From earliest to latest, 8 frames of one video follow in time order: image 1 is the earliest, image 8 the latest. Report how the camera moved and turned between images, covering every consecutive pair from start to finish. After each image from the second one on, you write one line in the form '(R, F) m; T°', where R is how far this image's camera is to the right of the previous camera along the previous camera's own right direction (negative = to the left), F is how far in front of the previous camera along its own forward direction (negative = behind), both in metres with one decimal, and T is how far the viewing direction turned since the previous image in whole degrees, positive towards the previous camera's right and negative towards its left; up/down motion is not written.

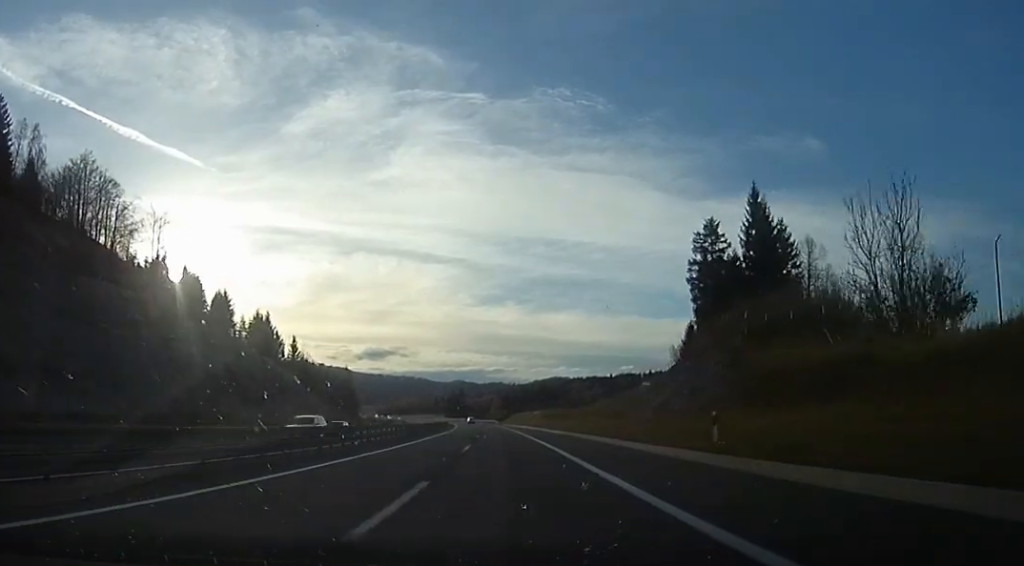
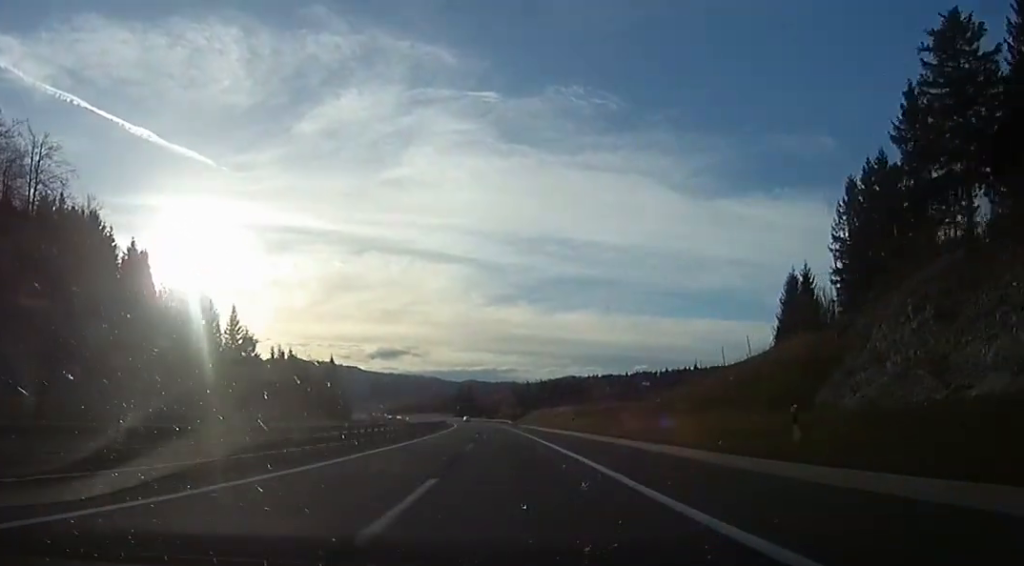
(0.0, +36.7) m; 0°
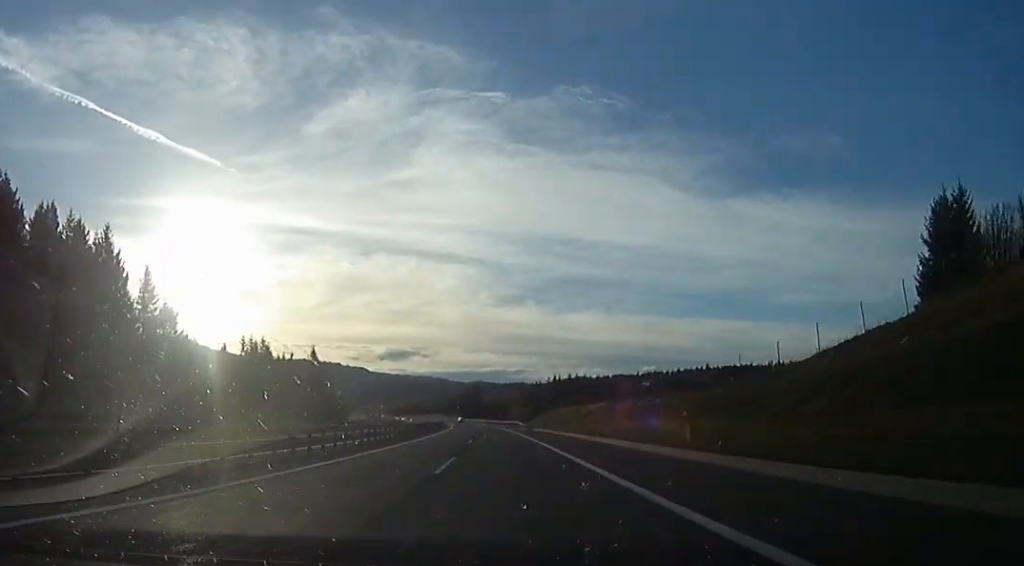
(0.0, +28.1) m; -2°
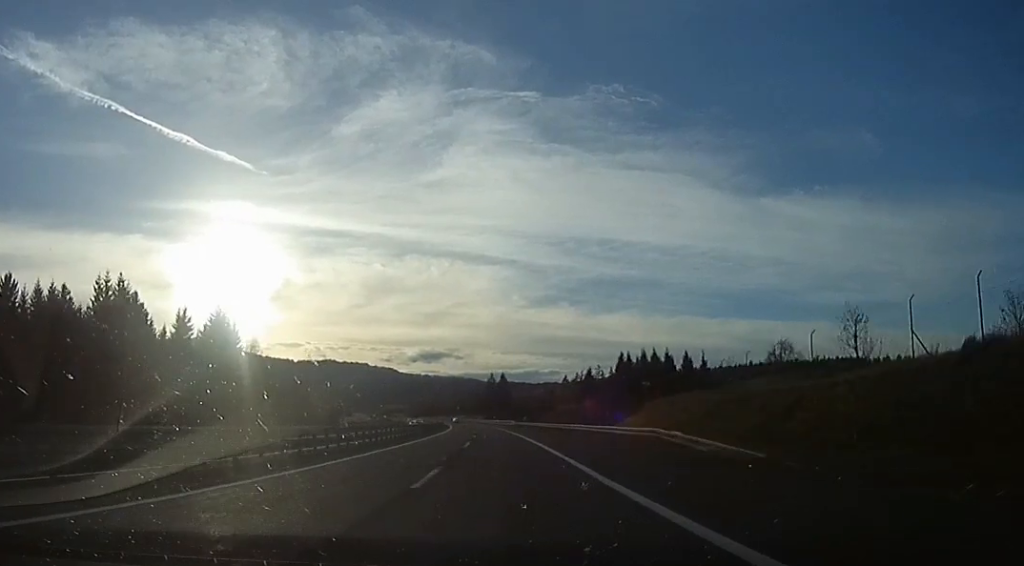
(-4.4, +74.8) m; -4°
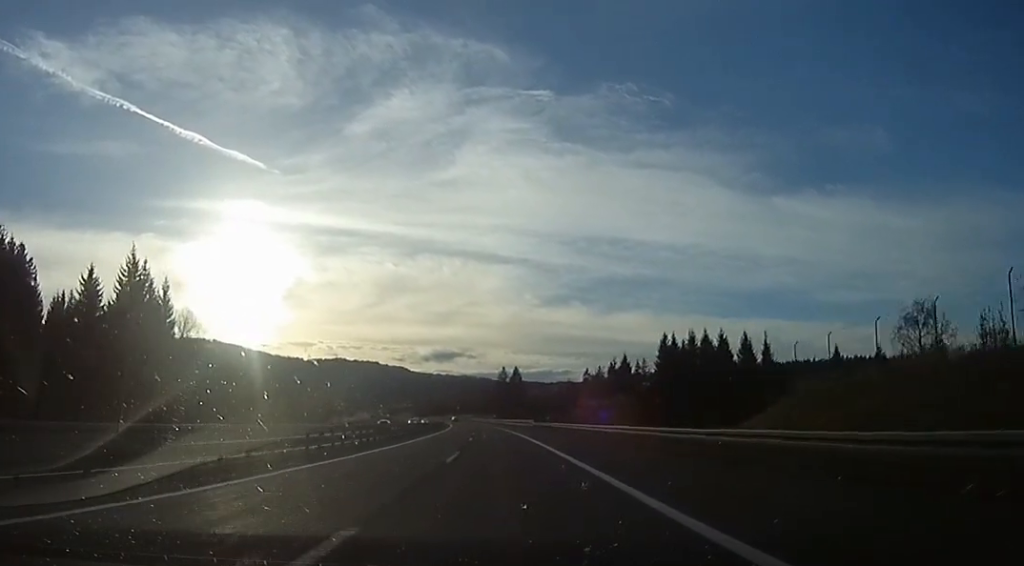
(-0.1, +28.9) m; 0°
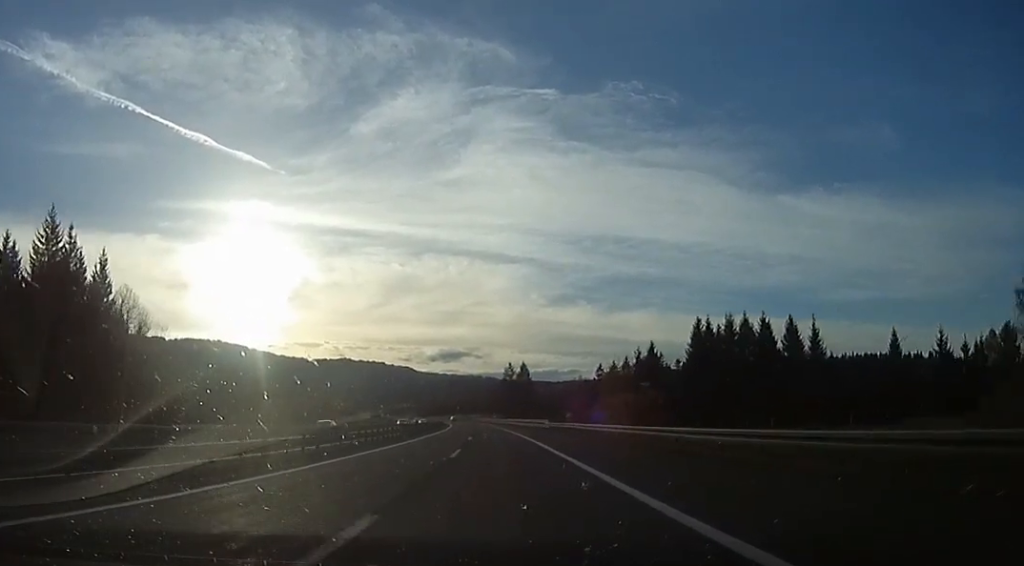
(-0.1, +16.4) m; 0°
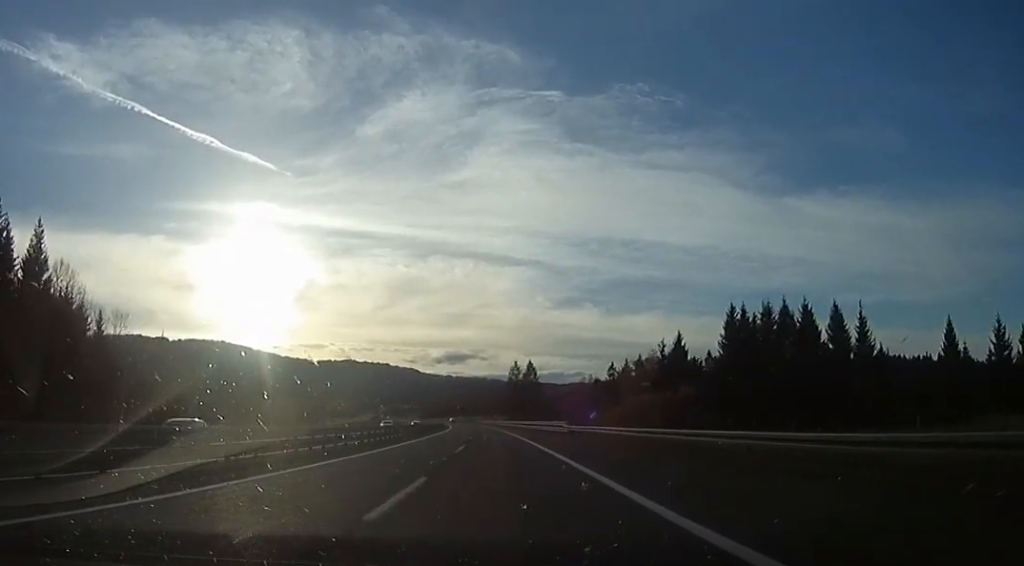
(0.0, +12.7) m; 0°
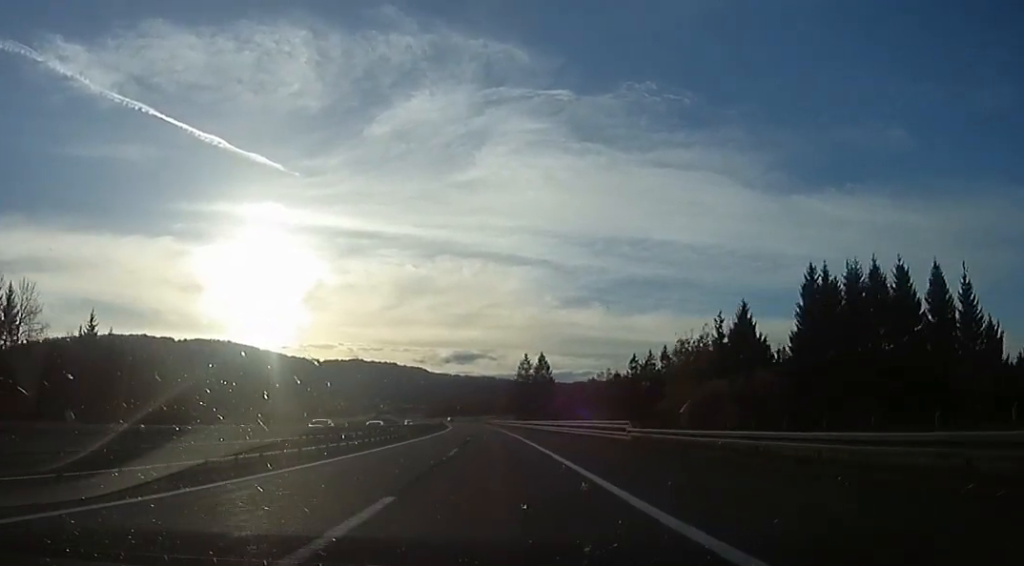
(+0.1, +21.3) m; 0°
